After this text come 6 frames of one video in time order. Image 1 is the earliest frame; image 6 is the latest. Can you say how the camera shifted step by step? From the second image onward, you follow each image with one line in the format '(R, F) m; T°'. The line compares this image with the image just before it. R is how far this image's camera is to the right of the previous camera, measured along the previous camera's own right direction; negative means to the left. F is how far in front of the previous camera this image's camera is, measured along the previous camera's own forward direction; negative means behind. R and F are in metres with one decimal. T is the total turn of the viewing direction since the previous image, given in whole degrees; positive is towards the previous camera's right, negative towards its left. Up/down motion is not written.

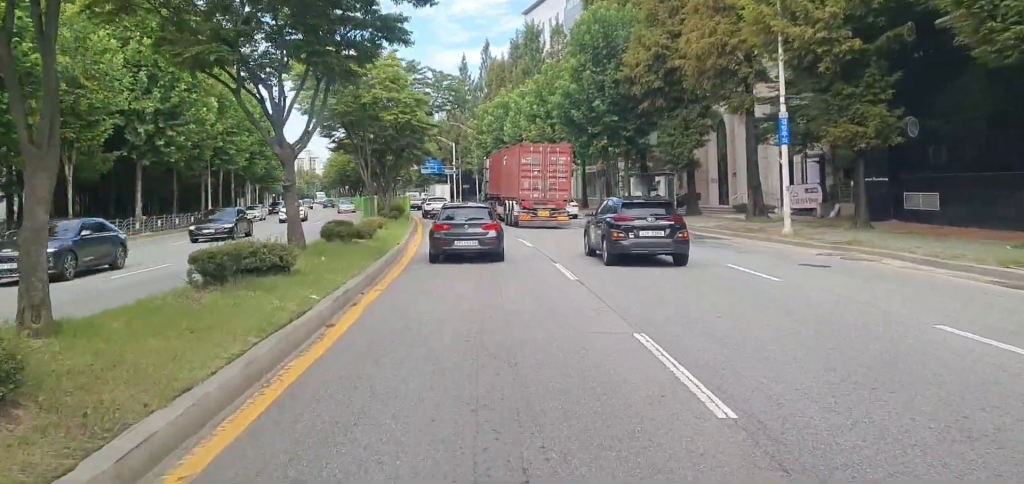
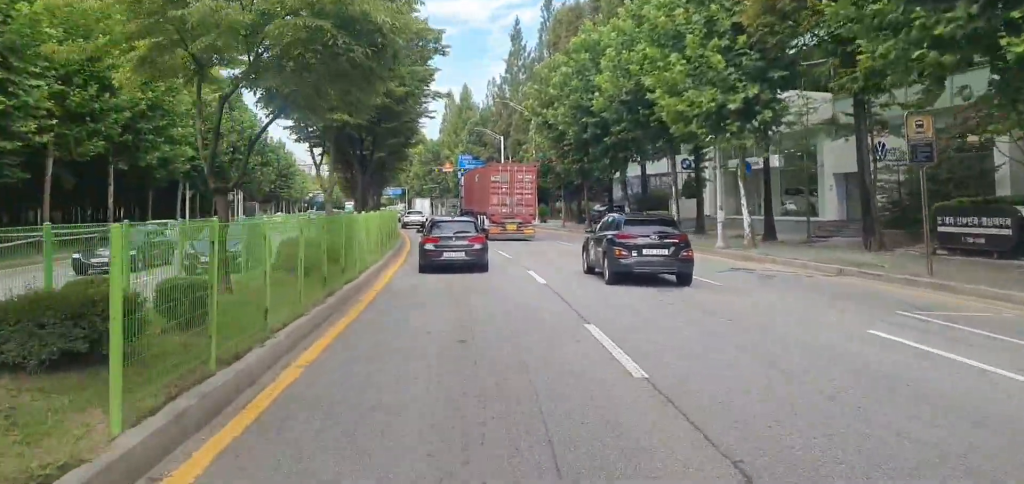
(-1.3, +31.9) m; -3°
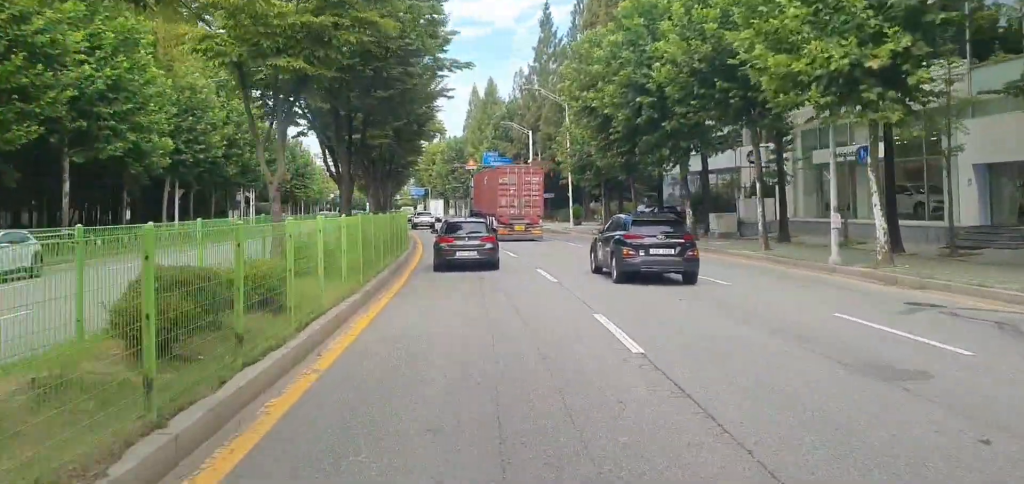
(-0.1, +8.8) m; -2°
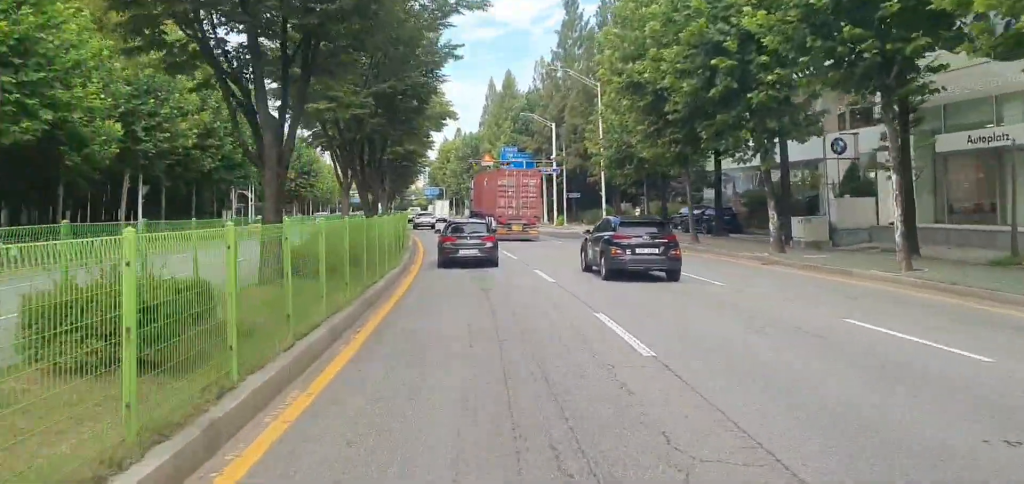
(-0.3, +8.8) m; -2°
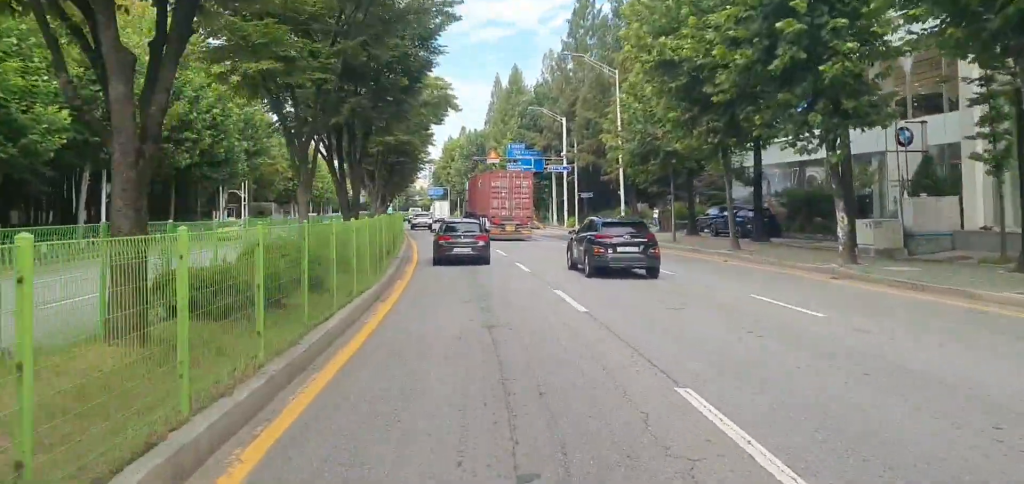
(0.0, +5.3) m; 0°
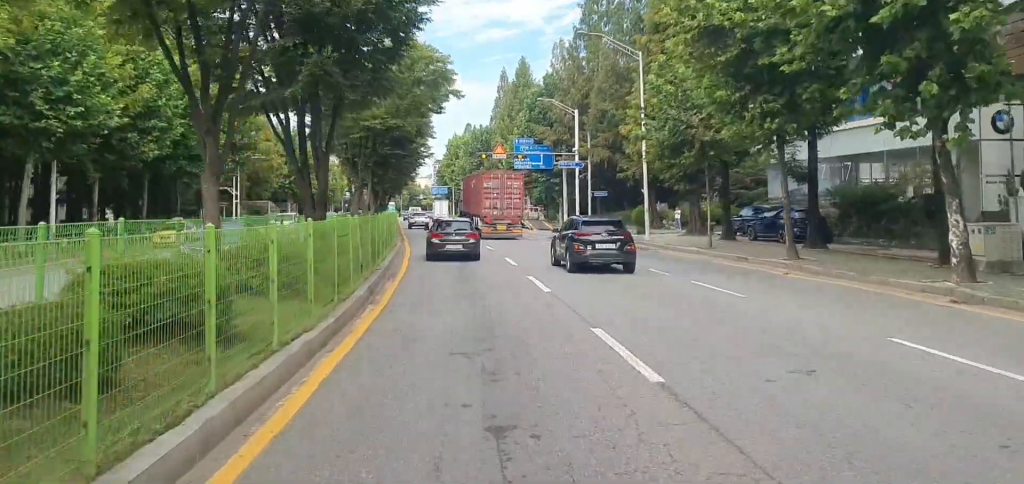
(0.0, +5.5) m; -1°
